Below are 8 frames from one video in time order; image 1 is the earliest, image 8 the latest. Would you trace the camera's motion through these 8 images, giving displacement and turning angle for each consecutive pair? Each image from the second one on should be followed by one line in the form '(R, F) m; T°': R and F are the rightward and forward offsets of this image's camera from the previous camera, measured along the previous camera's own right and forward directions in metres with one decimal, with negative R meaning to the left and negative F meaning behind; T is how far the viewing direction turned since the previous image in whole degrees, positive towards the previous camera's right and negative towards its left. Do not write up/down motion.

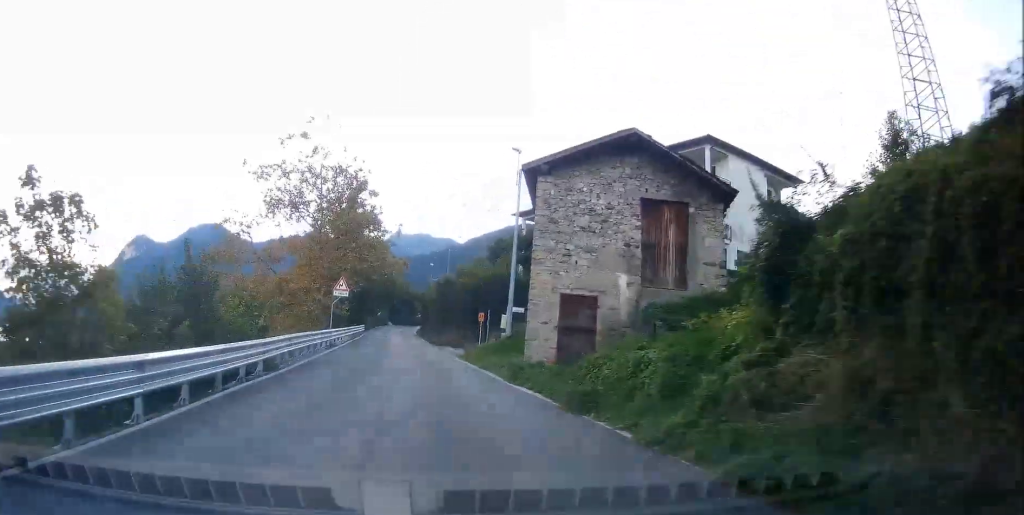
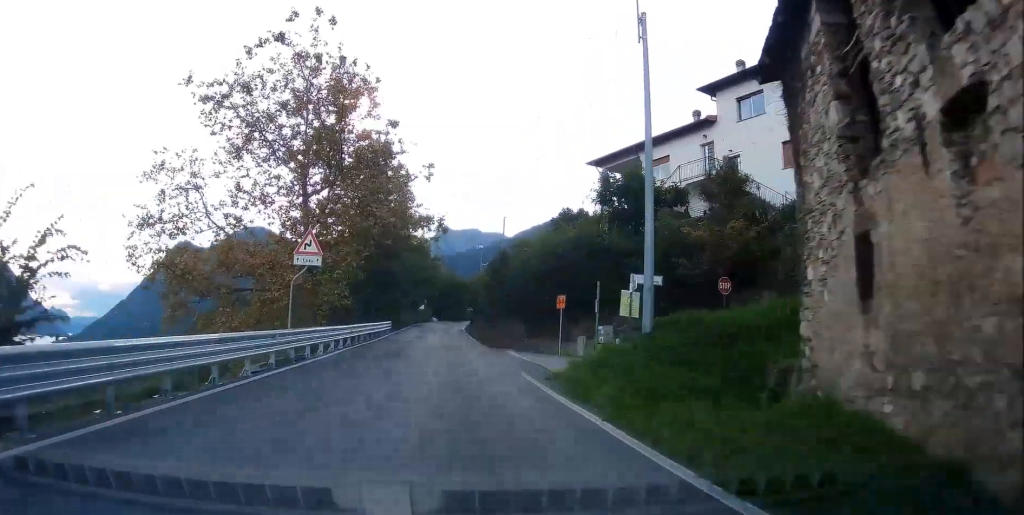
(-0.4, +15.8) m; -5°
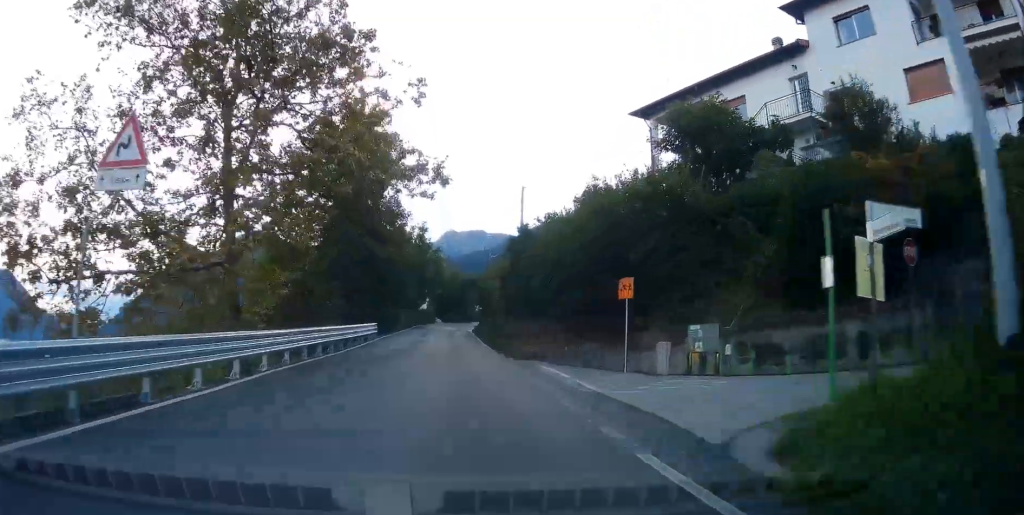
(-0.4, +10.4) m; -2°
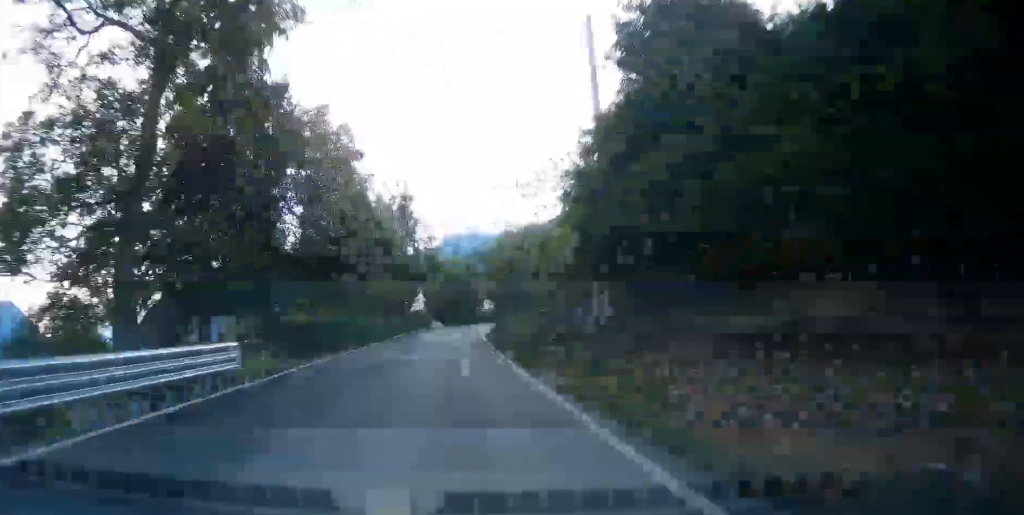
(-0.7, +21.7) m; 0°
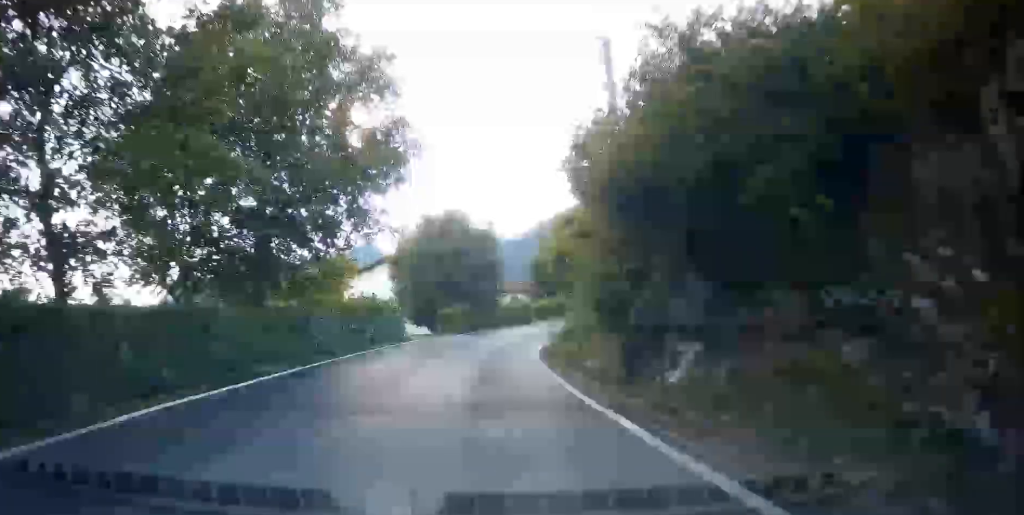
(+0.4, +36.2) m; -1°
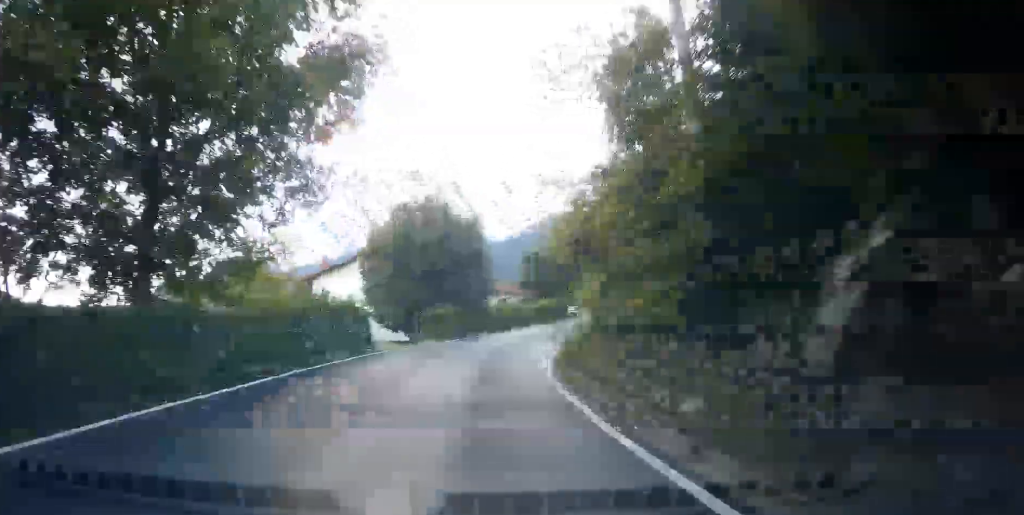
(0.0, +6.3) m; +2°
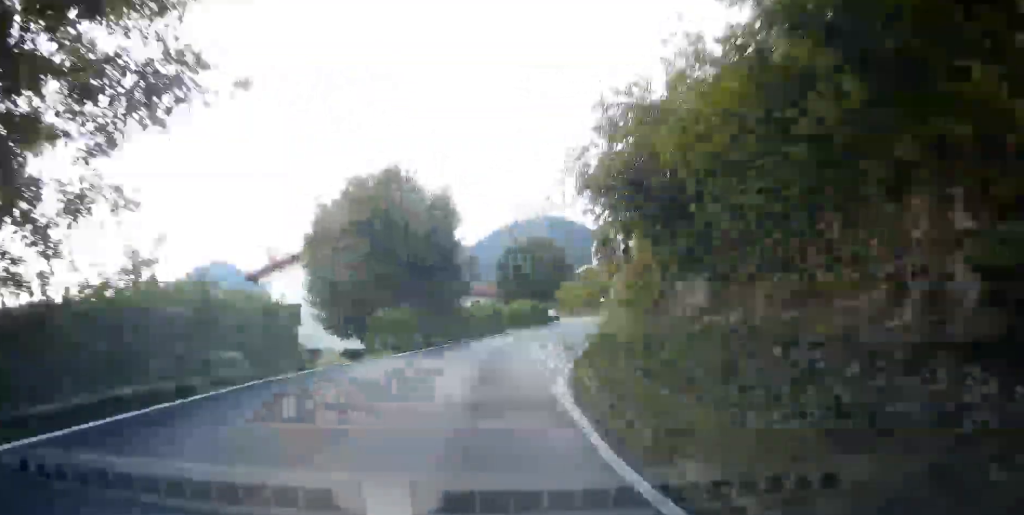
(-0.2, +7.3) m; +3°
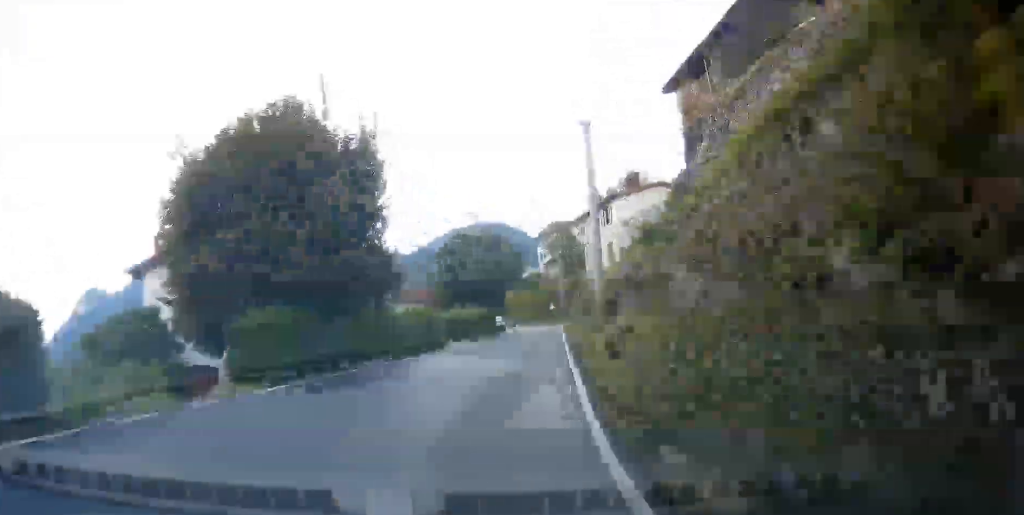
(+0.5, +9.0) m; +4°
